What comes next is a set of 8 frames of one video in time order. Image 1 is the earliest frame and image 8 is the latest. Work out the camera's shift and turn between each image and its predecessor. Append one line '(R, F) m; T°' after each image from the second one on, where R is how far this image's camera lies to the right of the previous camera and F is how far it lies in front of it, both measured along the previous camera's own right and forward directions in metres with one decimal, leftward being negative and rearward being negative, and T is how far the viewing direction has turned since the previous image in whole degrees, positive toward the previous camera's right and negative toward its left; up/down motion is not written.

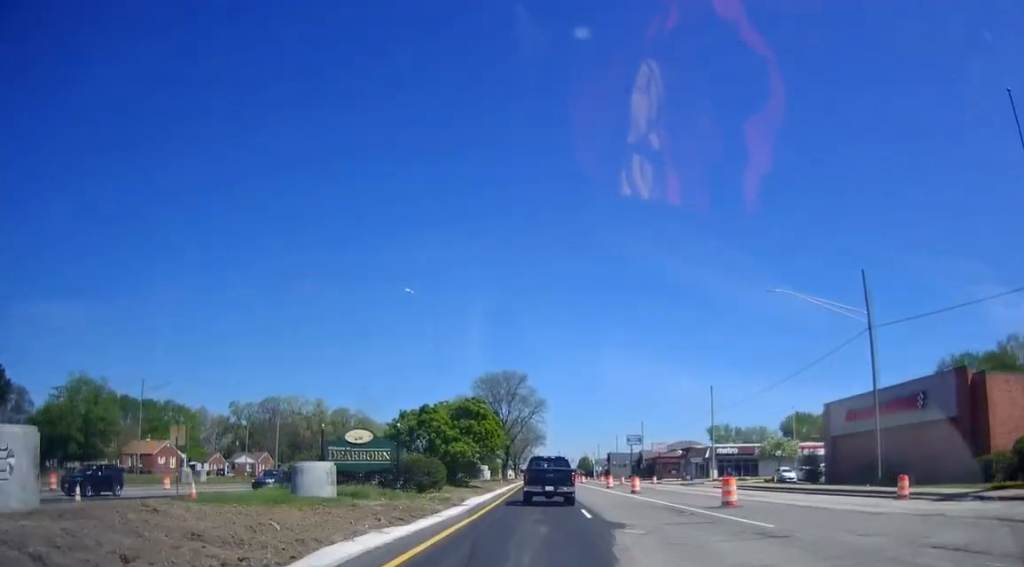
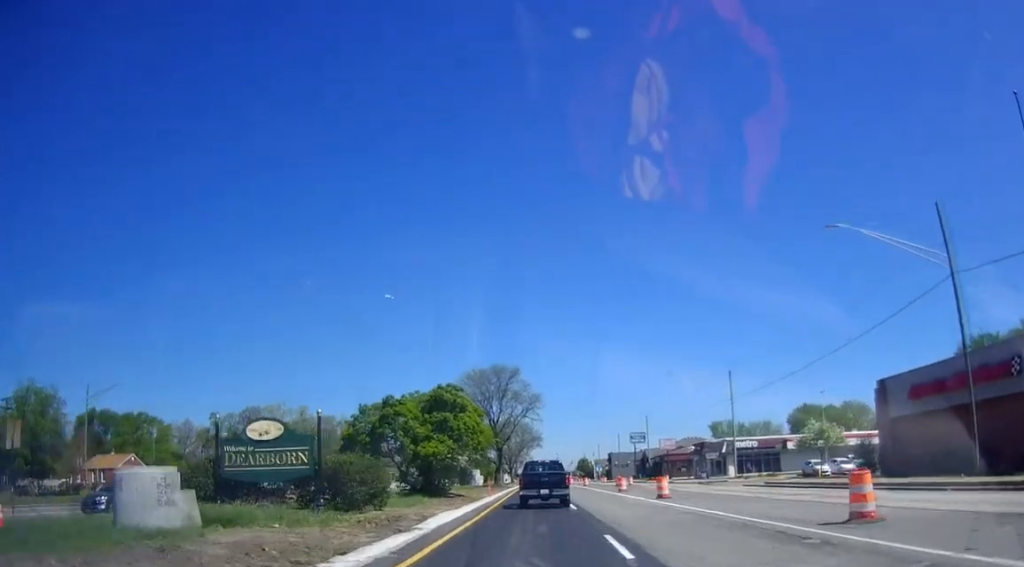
(+0.1, +9.4) m; -2°
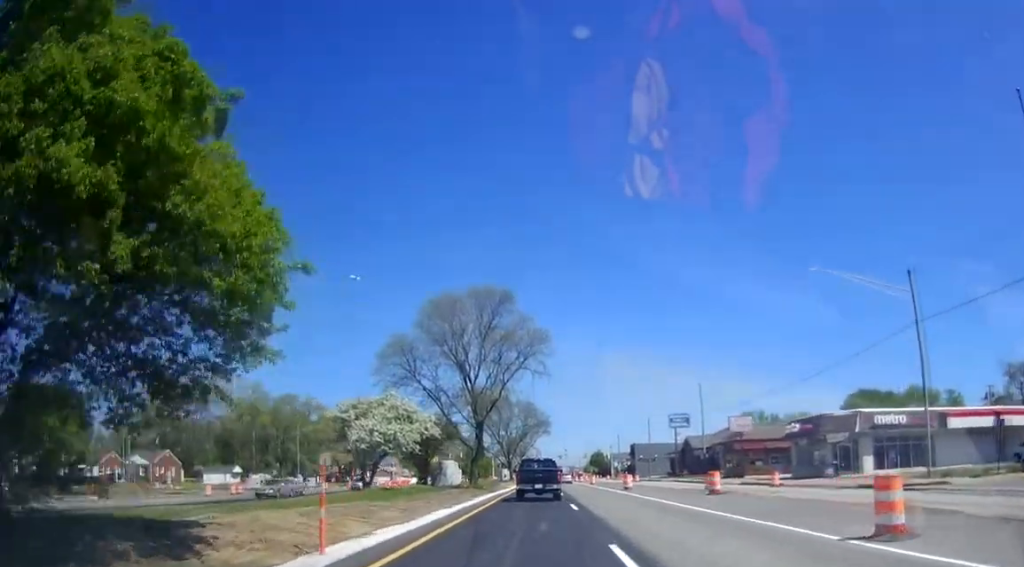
(-0.3, +32.7) m; +1°
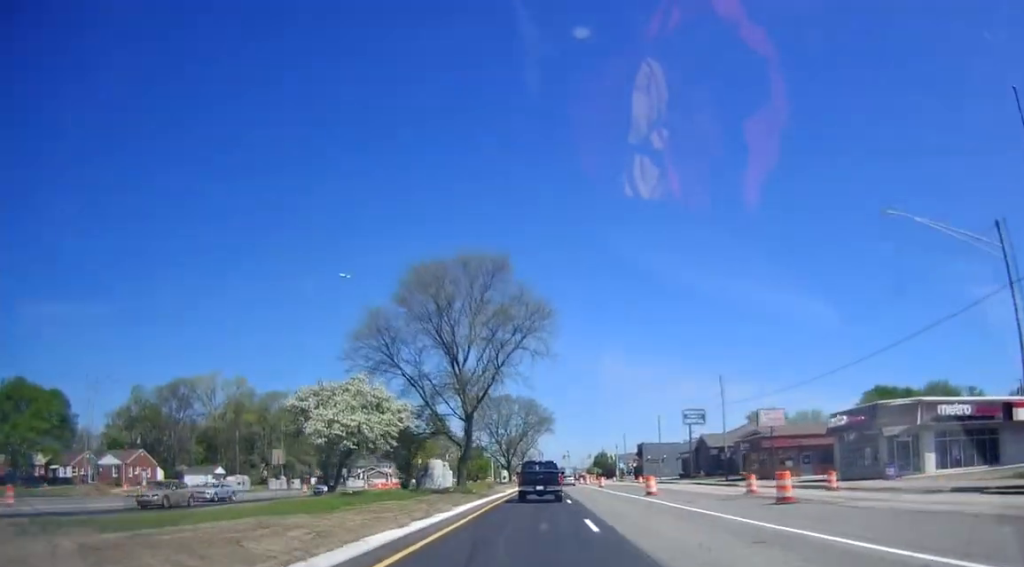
(+0.1, +8.1) m; 0°
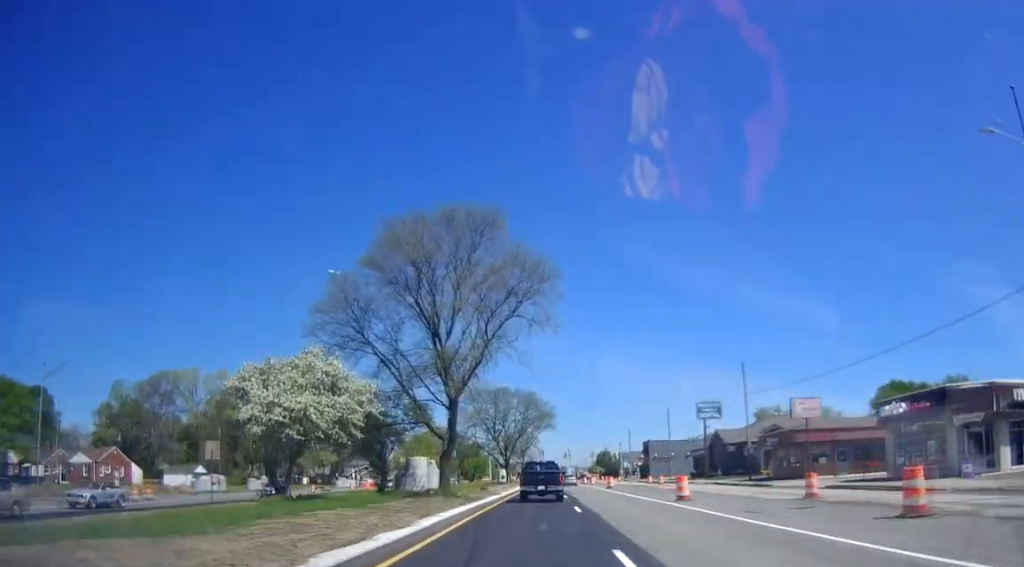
(-0.1, +7.6) m; 0°
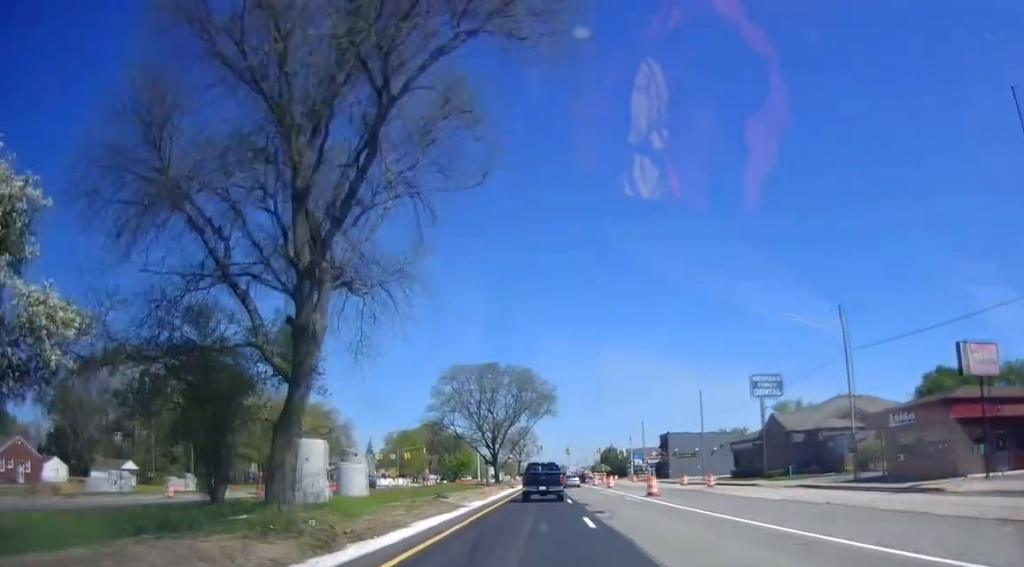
(-0.1, +21.5) m; 0°
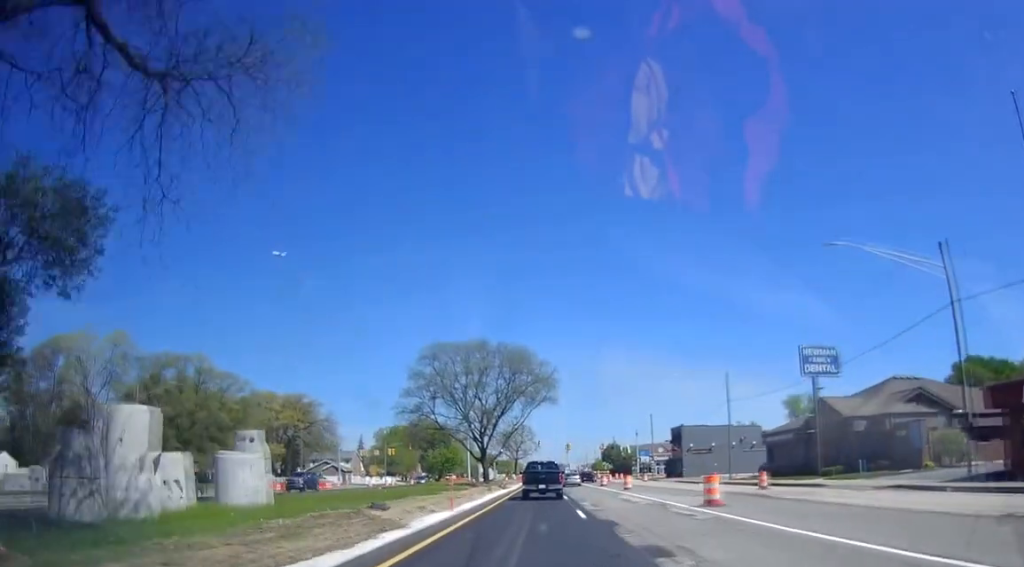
(+0.1, +12.1) m; -1°
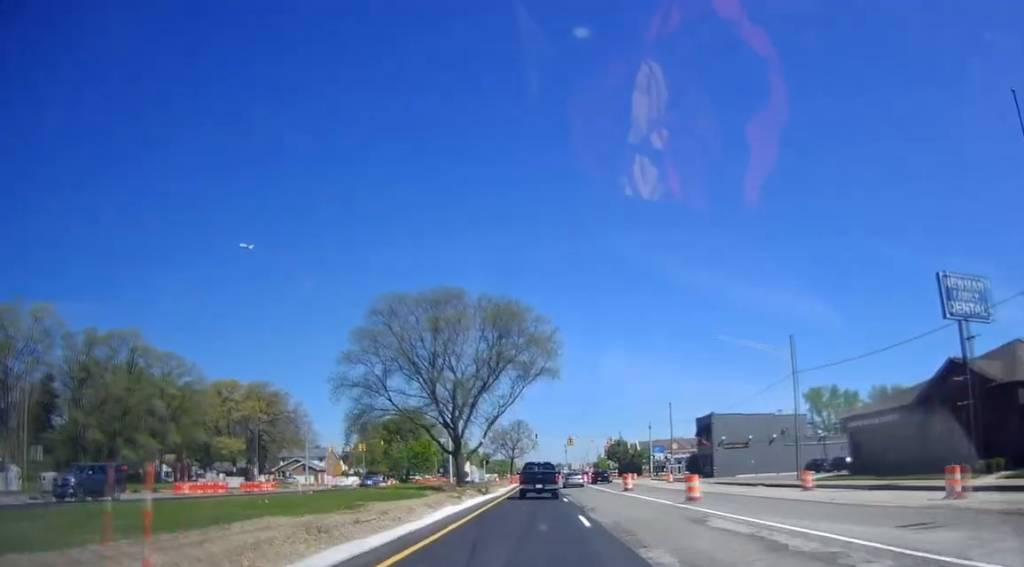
(-0.3, +18.2) m; -1°
